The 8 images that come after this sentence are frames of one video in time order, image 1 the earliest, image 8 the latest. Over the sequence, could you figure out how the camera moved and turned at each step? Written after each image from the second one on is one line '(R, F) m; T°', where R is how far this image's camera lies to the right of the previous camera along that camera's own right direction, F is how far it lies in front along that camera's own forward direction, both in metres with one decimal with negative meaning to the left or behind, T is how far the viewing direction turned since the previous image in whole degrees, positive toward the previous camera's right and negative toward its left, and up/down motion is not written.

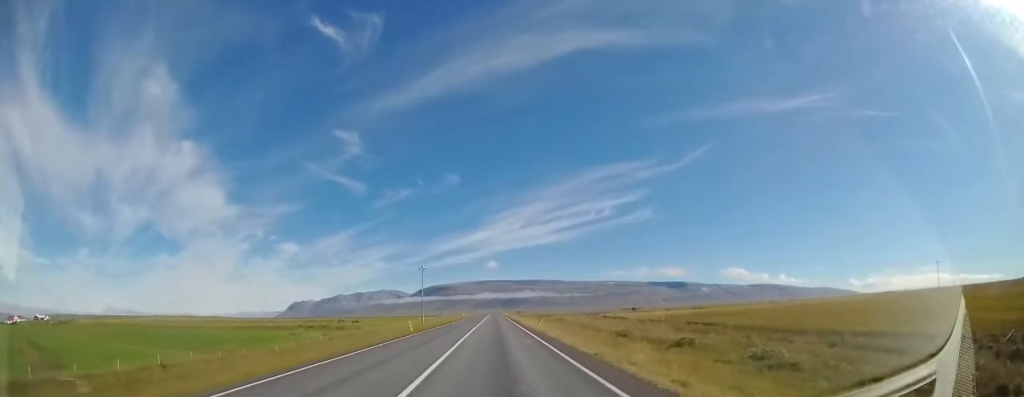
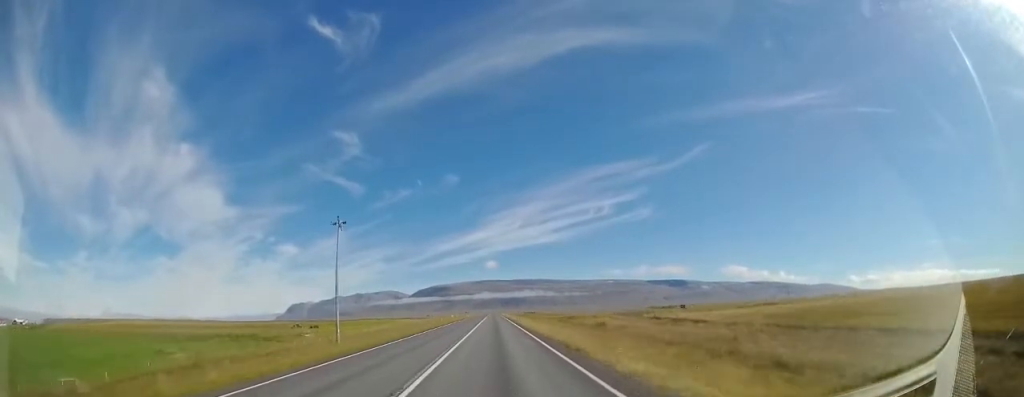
(+0.8, +34.6) m; +2°
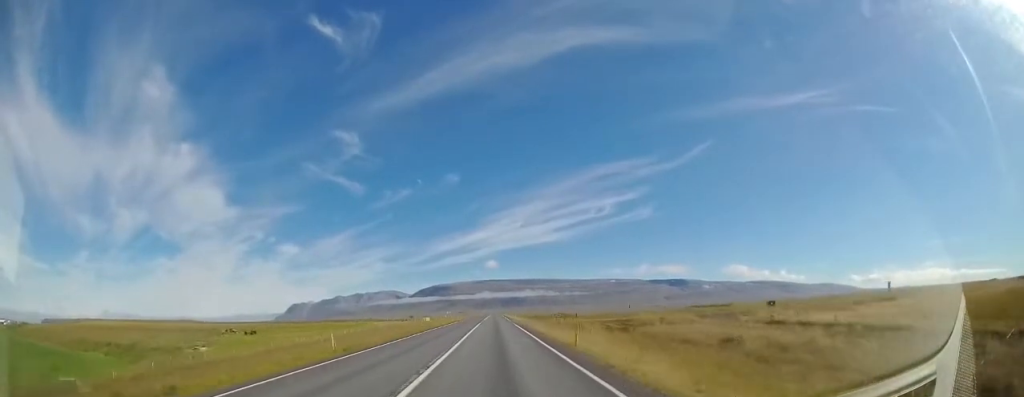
(-0.6, +32.3) m; -2°
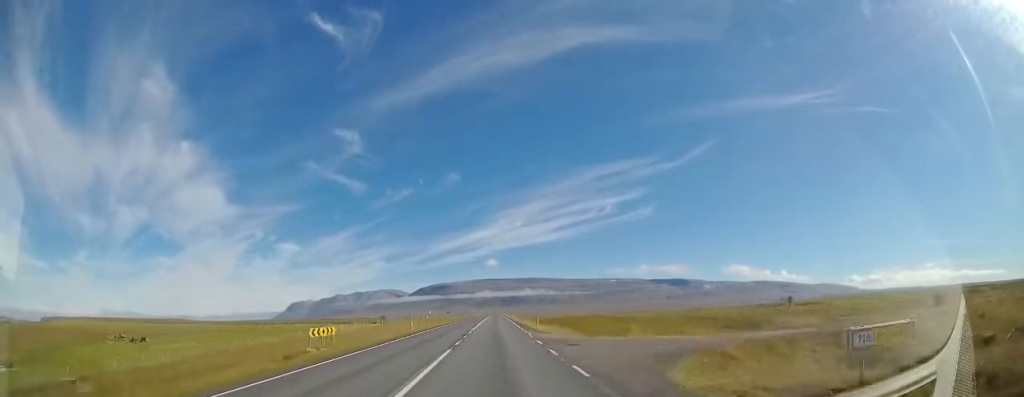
(-0.2, +31.7) m; 0°
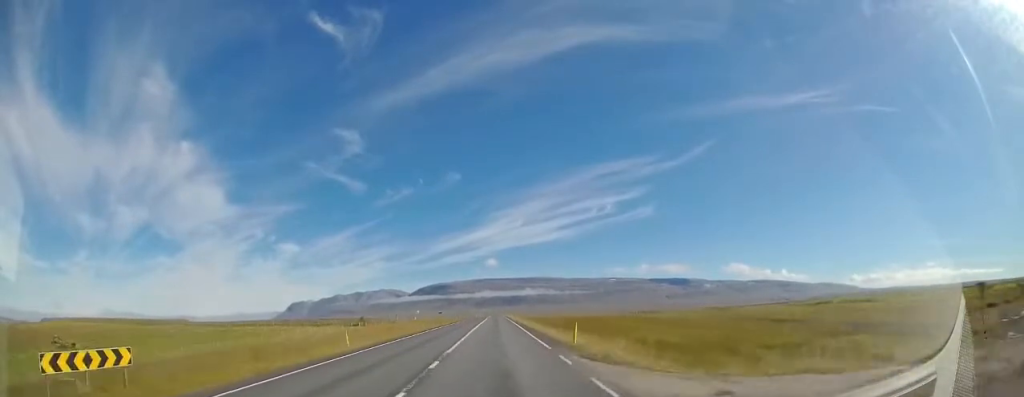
(0.0, +14.0) m; 0°
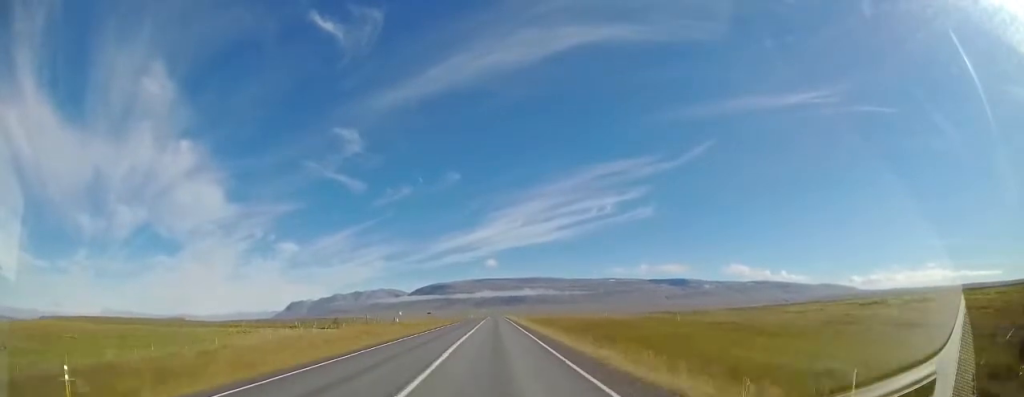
(0.0, +13.3) m; 0°
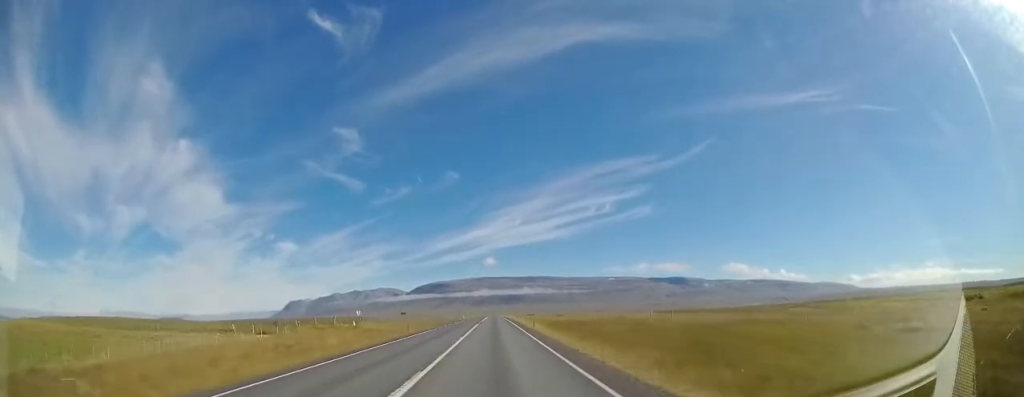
(-0.1, +18.8) m; +1°
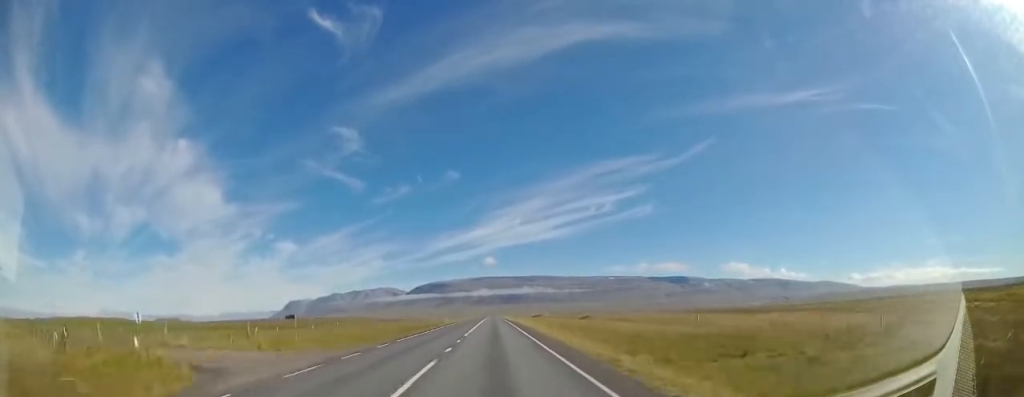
(+0.2, +29.0) m; -1°
